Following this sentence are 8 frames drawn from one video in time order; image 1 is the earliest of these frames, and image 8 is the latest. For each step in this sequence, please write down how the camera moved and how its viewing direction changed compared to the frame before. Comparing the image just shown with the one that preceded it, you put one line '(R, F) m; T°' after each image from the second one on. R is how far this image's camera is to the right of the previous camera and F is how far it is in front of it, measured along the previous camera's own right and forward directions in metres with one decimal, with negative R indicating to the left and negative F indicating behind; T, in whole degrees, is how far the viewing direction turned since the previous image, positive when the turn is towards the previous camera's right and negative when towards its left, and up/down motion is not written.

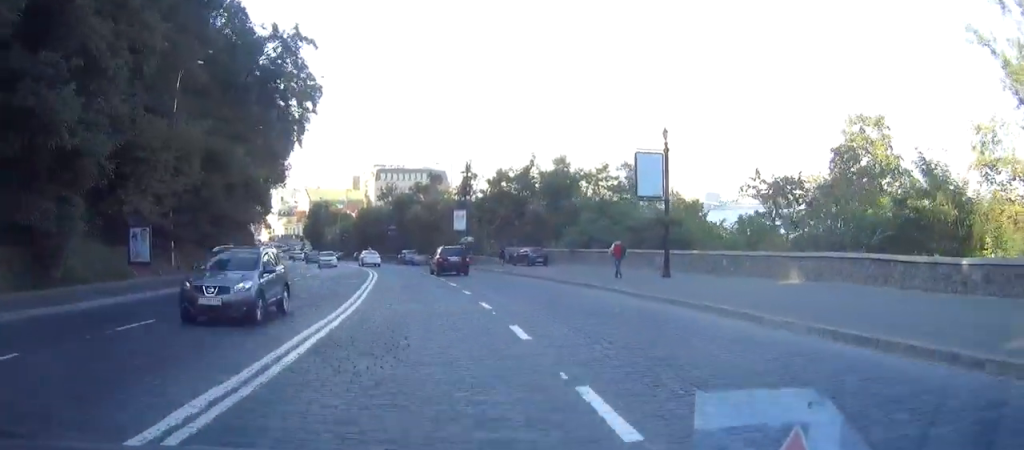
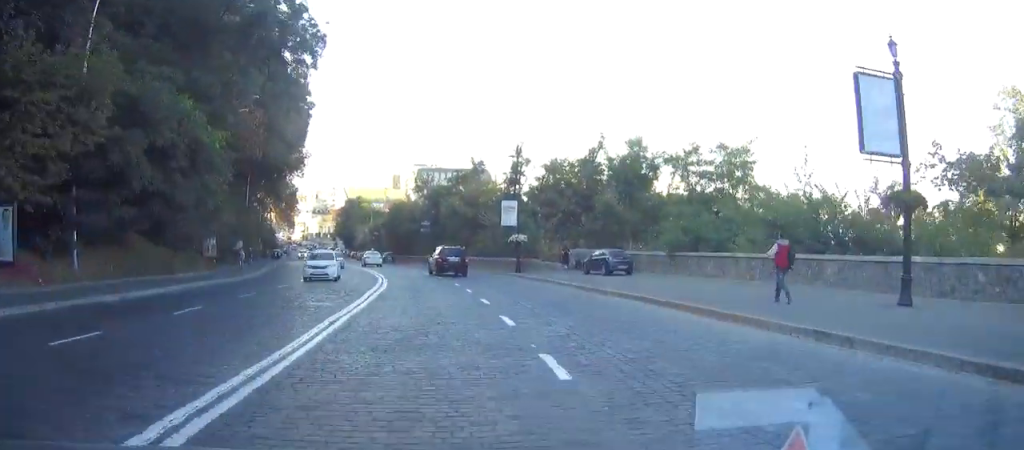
(-0.6, +14.6) m; -4°
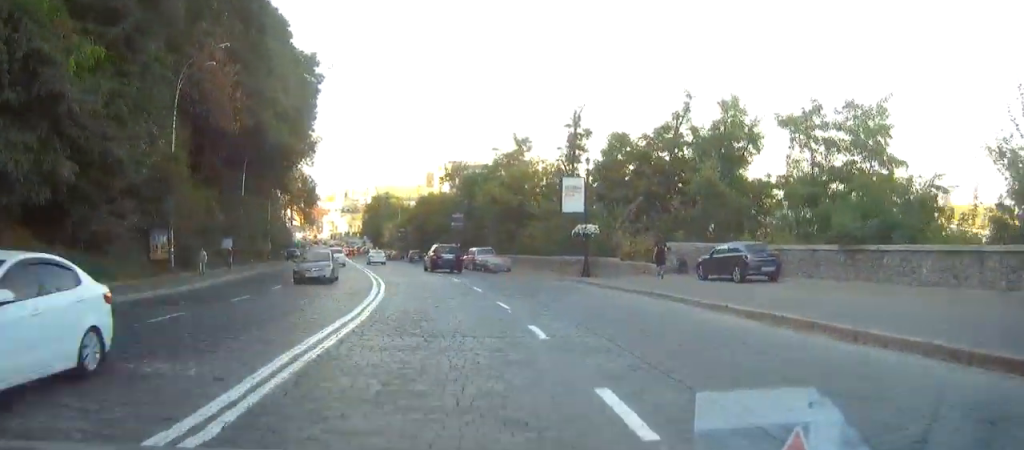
(-0.5, +14.0) m; -3°
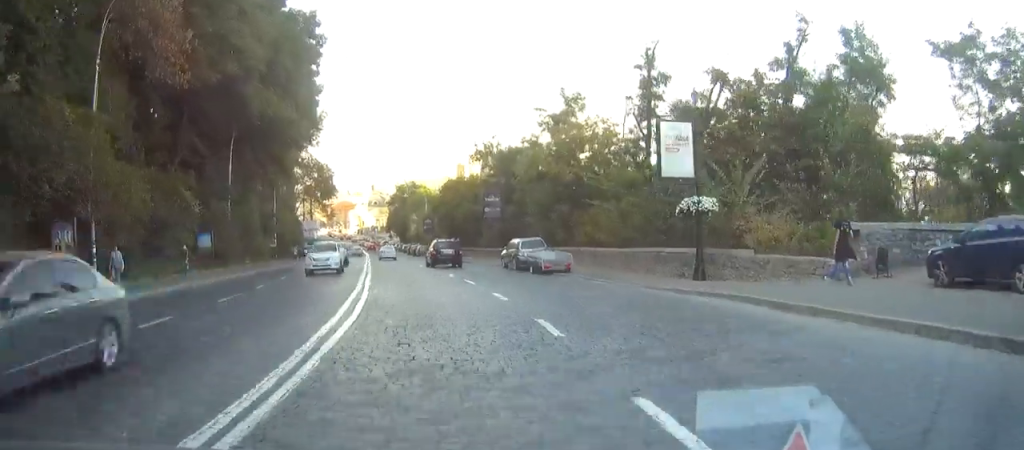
(-0.2, +12.5) m; -2°
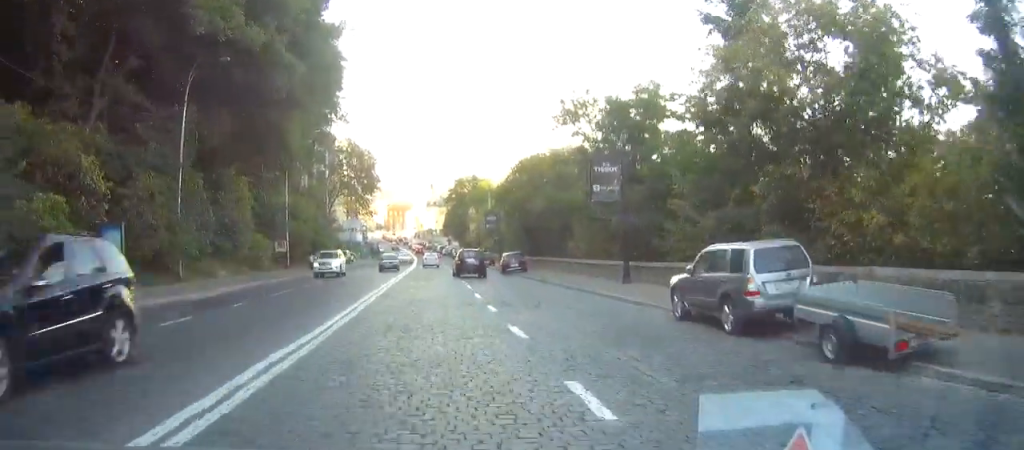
(-0.8, +21.7) m; -4°
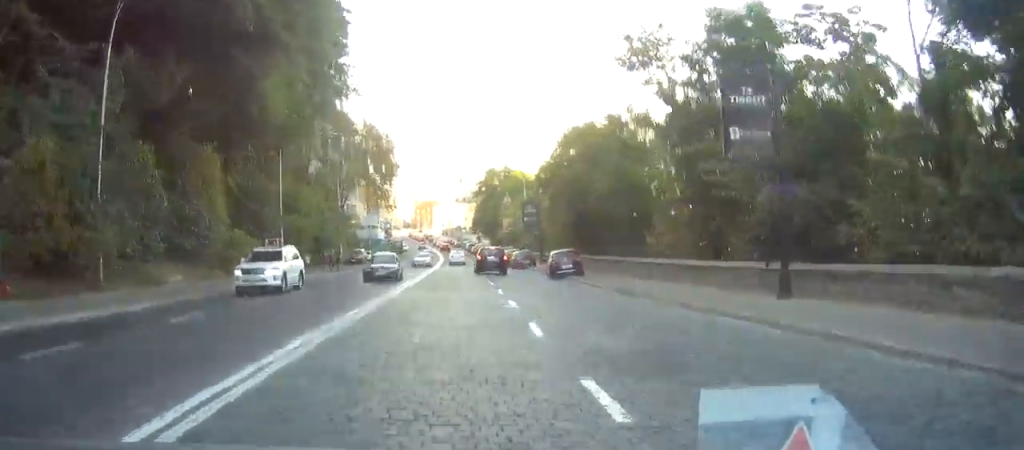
(0.0, +12.2) m; -1°
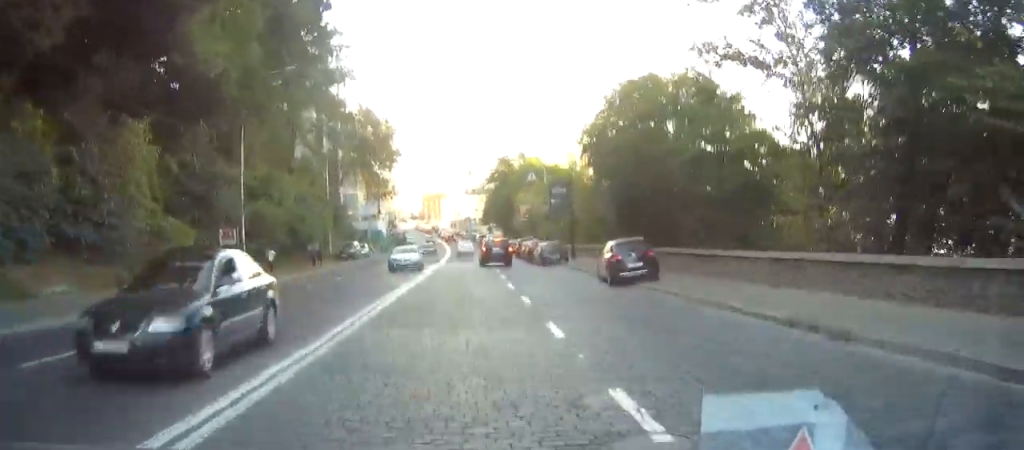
(-0.2, +12.2) m; -1°
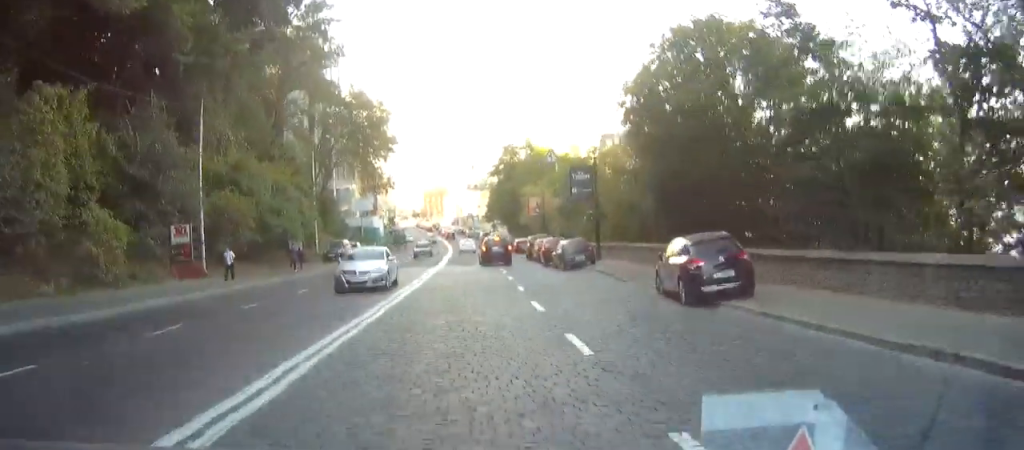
(-0.1, +7.6) m; -1°
